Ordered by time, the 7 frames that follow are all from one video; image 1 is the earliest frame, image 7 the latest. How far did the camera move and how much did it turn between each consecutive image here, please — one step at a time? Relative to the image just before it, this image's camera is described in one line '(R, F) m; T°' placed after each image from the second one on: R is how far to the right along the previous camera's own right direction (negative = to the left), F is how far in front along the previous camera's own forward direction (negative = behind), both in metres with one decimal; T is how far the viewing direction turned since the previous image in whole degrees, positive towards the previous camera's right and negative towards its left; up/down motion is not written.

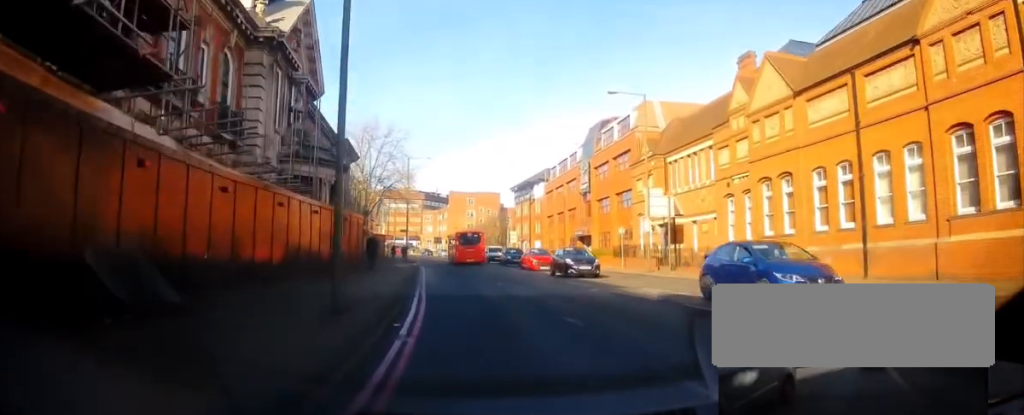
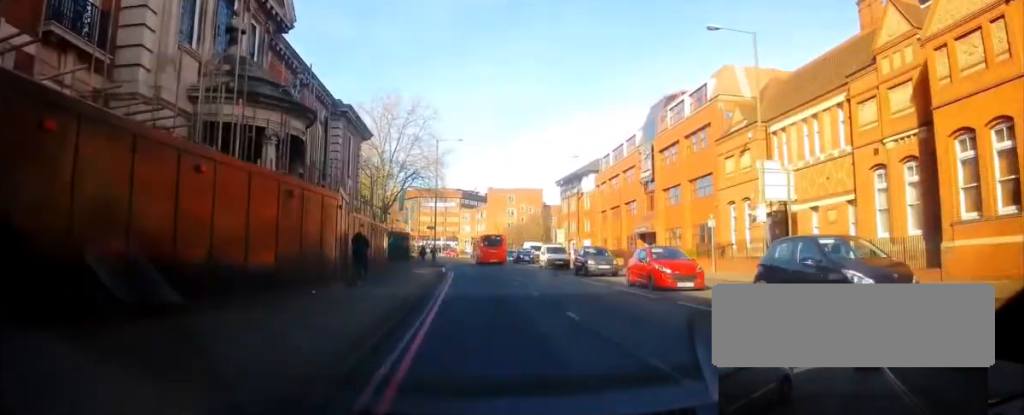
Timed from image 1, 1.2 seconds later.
(0.0, +10.6) m; -1°
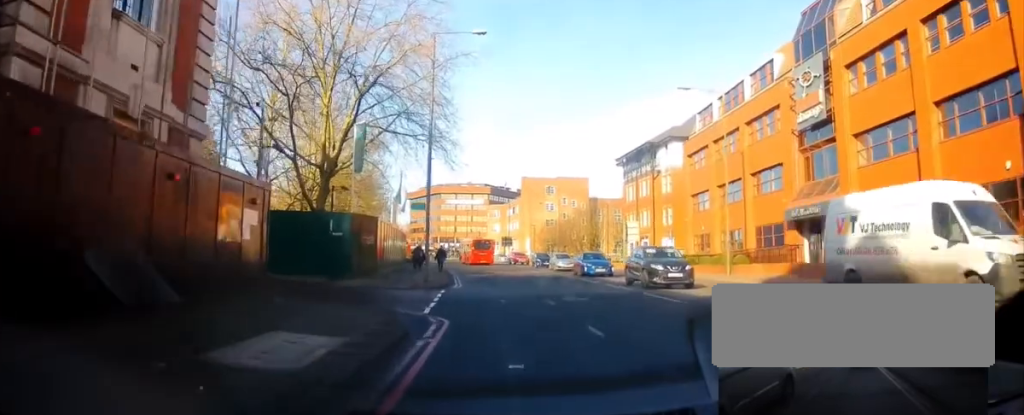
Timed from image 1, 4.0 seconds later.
(+1.0, +25.5) m; +4°
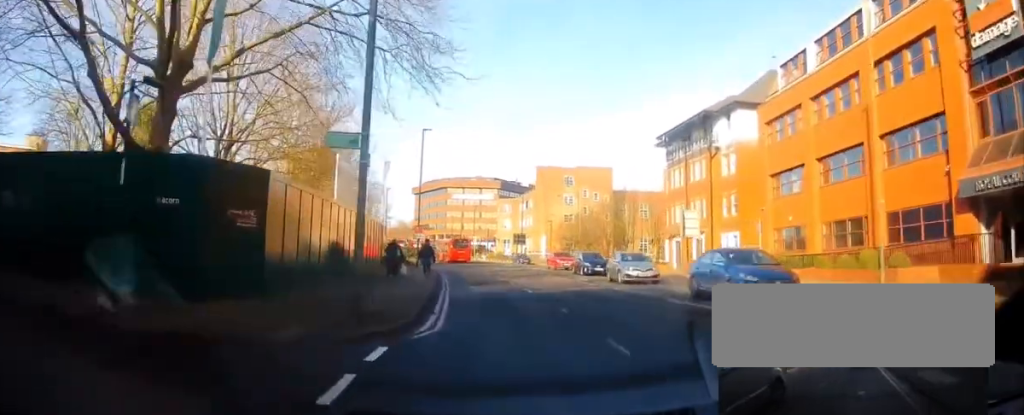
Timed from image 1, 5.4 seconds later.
(-0.8, +13.3) m; -7°
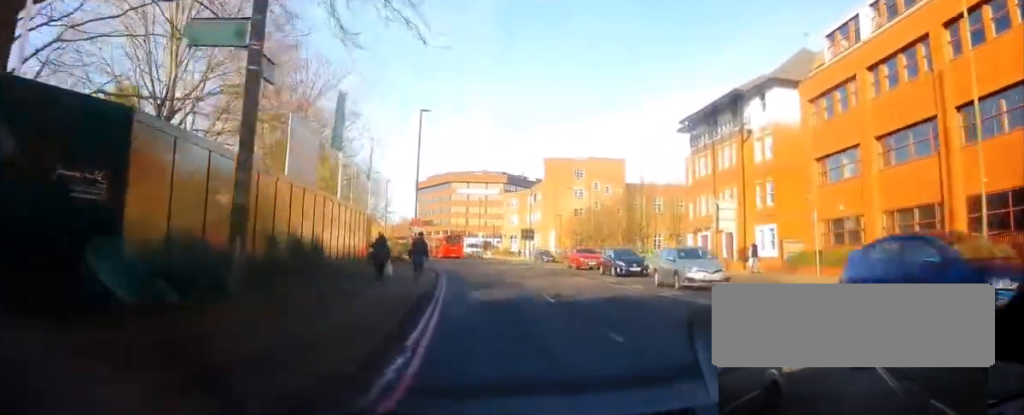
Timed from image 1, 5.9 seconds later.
(-0.2, +4.9) m; -2°
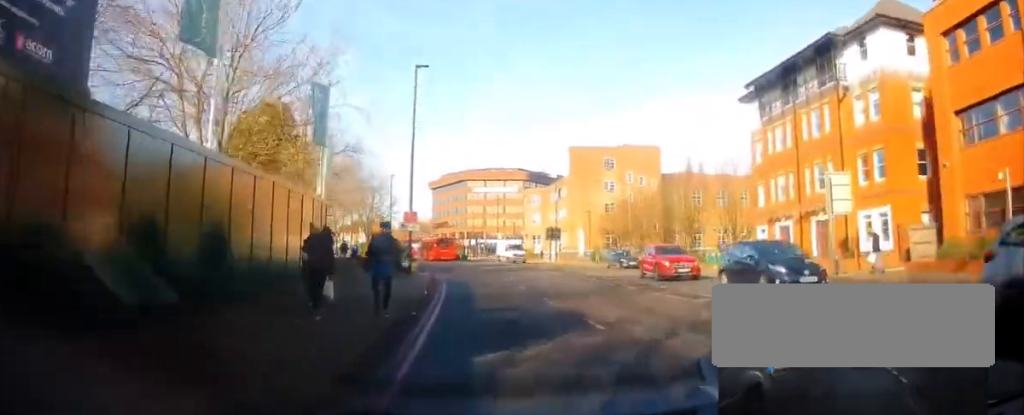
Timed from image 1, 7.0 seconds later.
(0.0, +10.9) m; -1°
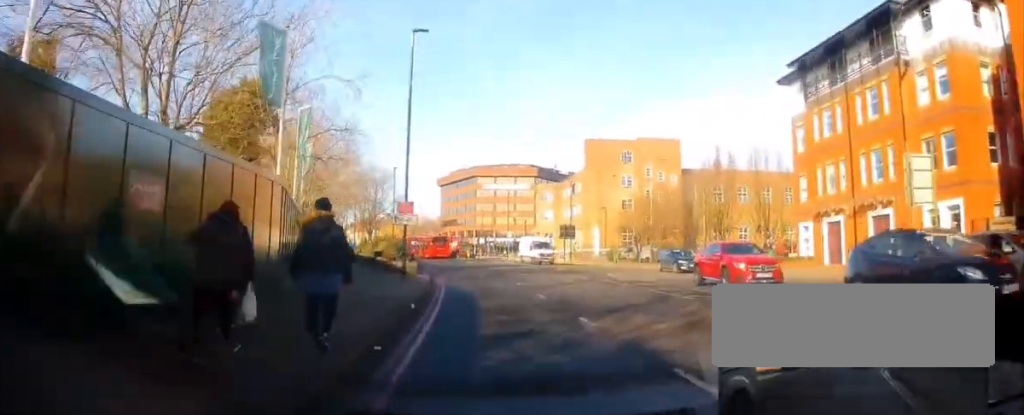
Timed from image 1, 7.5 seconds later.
(0.0, +4.7) m; -1°
